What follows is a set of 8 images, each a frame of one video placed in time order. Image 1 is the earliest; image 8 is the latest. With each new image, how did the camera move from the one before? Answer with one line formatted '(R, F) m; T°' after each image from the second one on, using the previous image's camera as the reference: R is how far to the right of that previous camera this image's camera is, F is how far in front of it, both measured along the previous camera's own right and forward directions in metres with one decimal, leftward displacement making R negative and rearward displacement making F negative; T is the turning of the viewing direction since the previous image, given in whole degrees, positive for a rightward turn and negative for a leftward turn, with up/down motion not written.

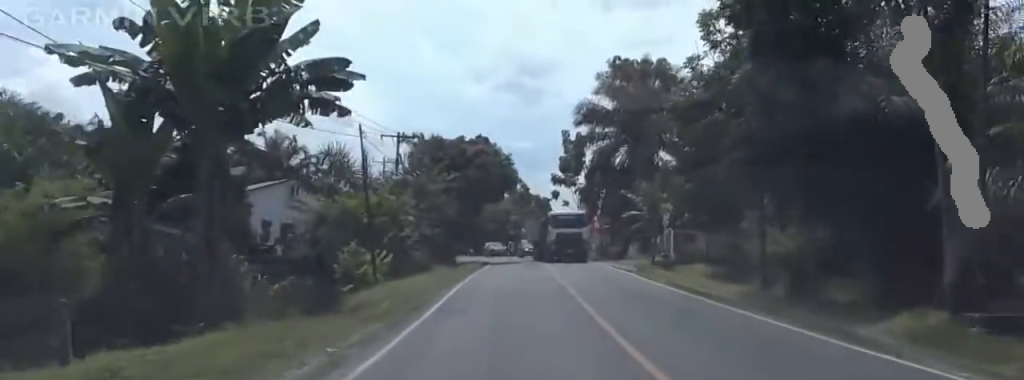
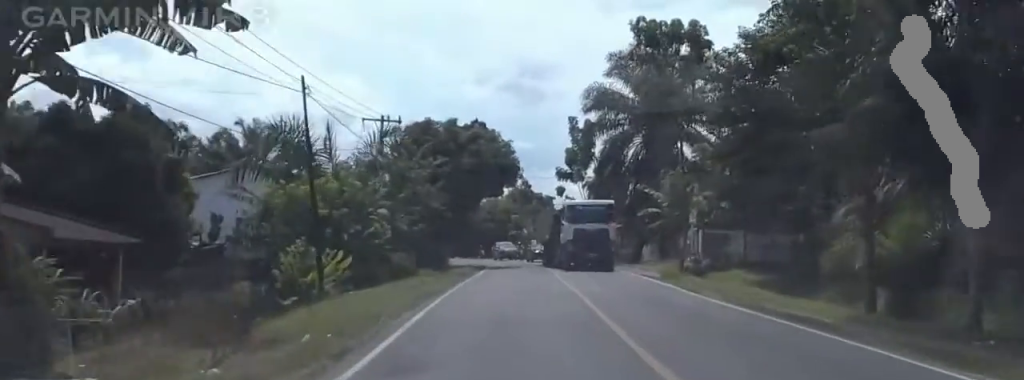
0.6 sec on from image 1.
(-0.7, +8.4) m; -5°
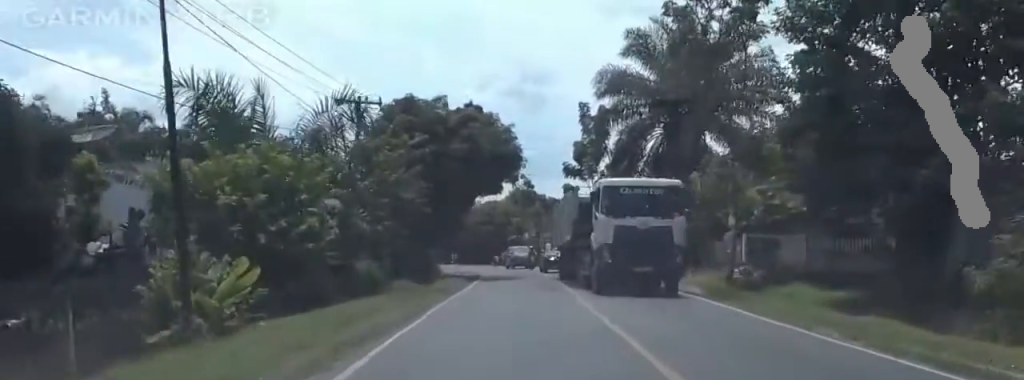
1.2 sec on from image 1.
(-0.1, +9.0) m; +1°
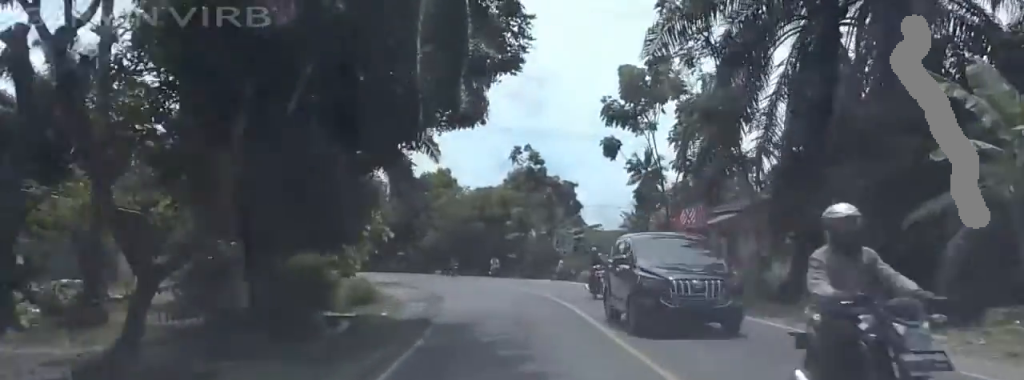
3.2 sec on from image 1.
(+0.9, +29.6) m; 0°
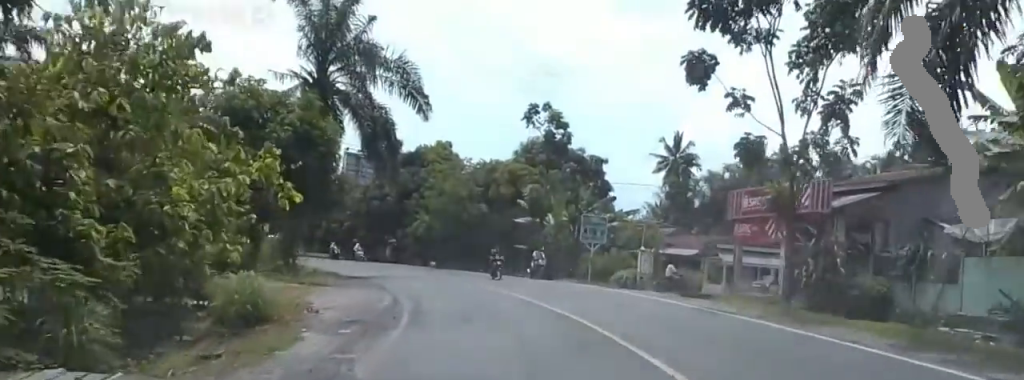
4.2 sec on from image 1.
(-0.5, +16.0) m; -2°
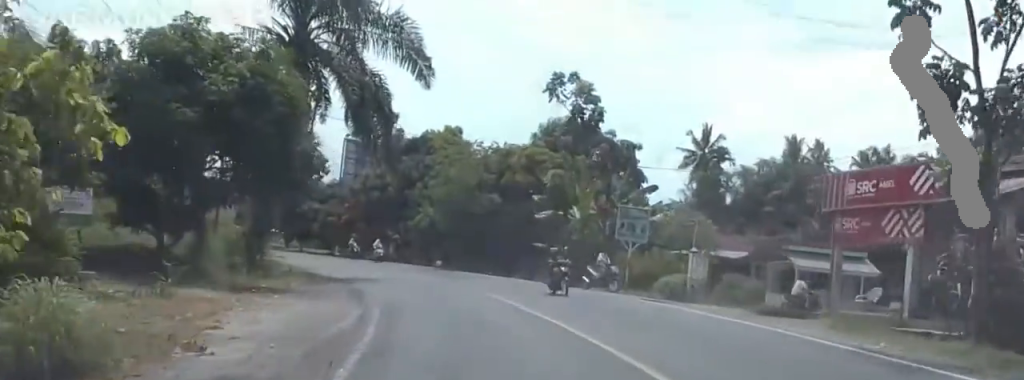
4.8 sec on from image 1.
(0.0, +8.9) m; 0°
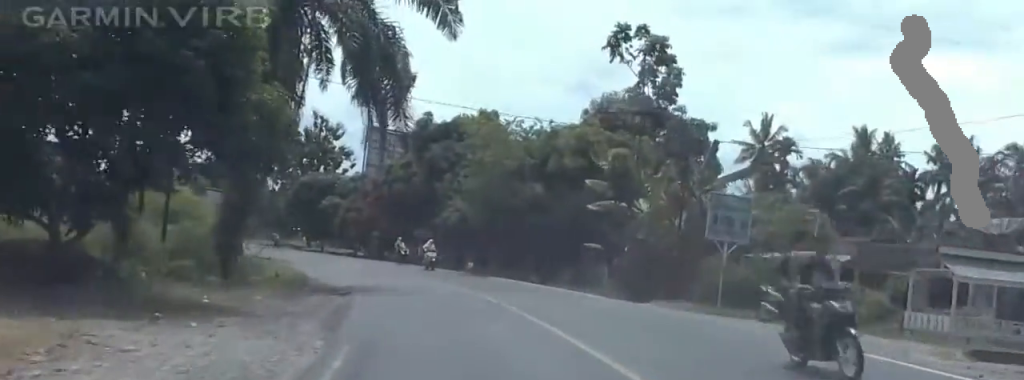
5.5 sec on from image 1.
(+0.1, +9.3) m; -1°
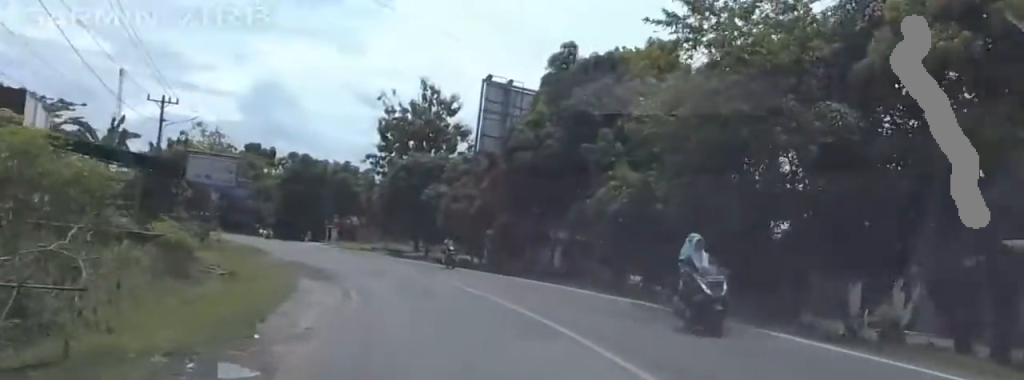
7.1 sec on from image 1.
(-2.1, +23.1) m; -12°
